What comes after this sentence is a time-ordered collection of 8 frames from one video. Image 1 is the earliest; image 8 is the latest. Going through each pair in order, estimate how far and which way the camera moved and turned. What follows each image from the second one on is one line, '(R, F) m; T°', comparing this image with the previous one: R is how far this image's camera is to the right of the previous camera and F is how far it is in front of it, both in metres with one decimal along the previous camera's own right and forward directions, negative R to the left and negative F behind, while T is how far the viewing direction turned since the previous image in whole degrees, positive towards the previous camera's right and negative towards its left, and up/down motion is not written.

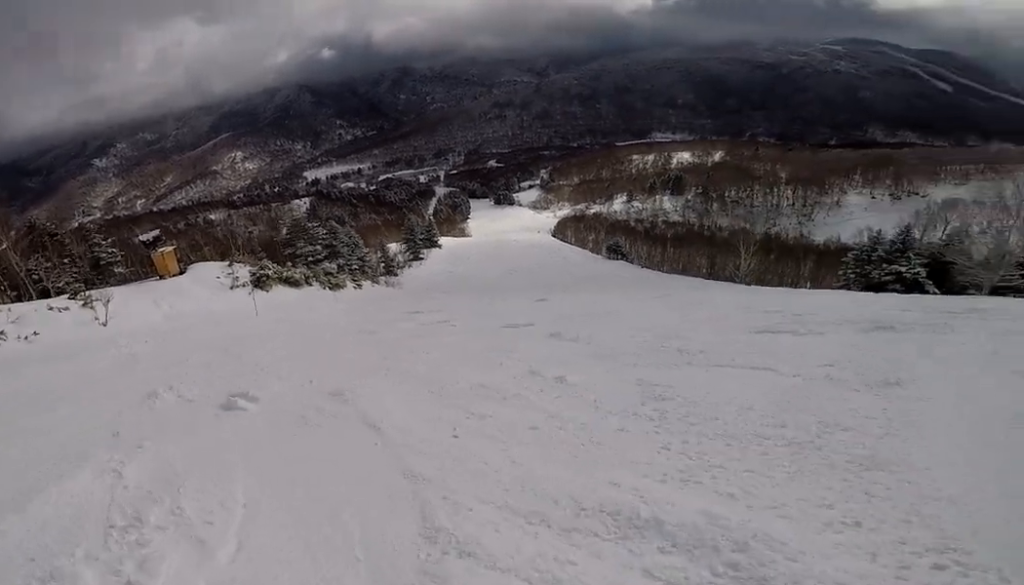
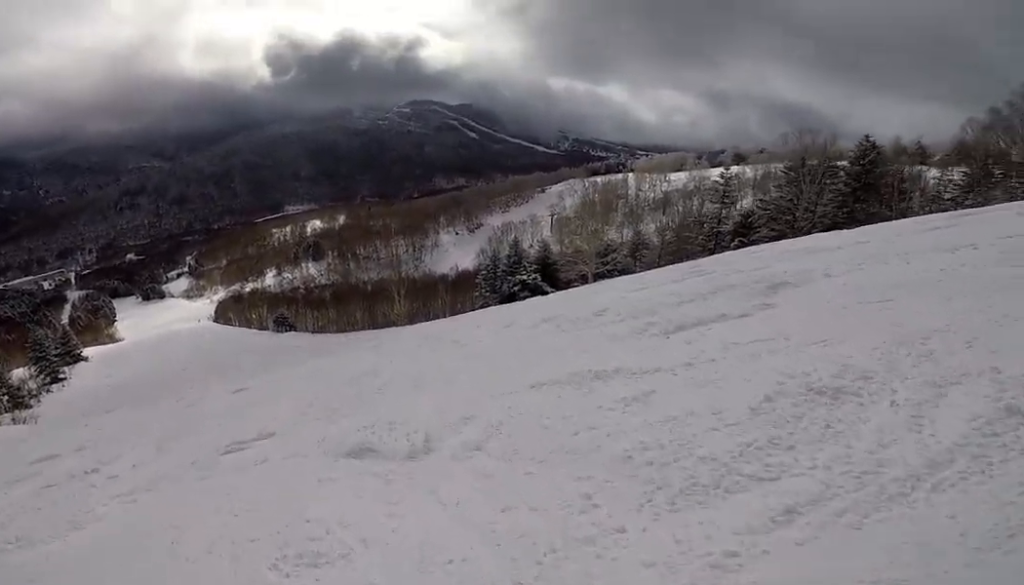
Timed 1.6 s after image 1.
(+3.1, +5.1) m; +47°
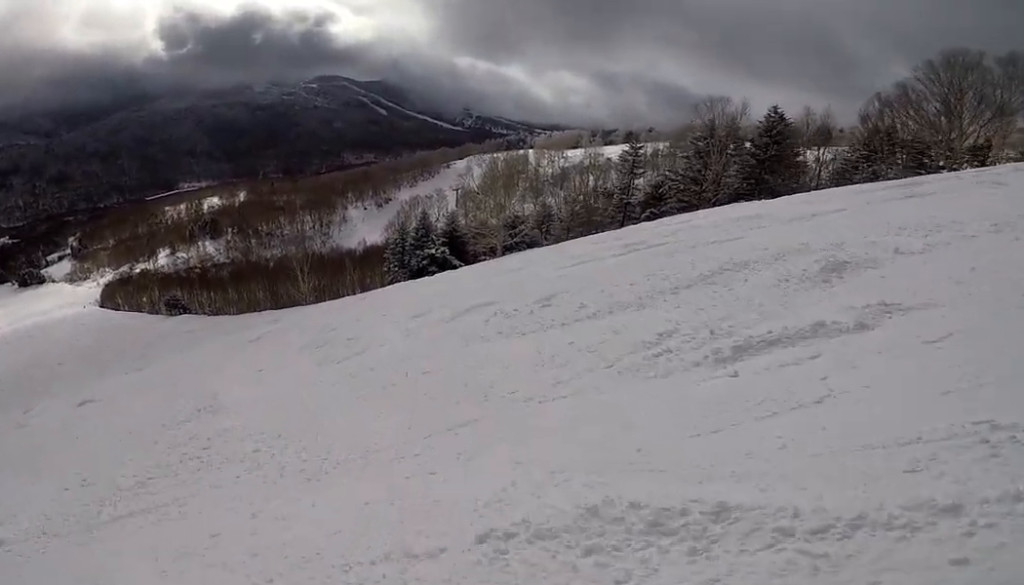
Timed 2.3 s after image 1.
(+0.3, +3.0) m; +7°
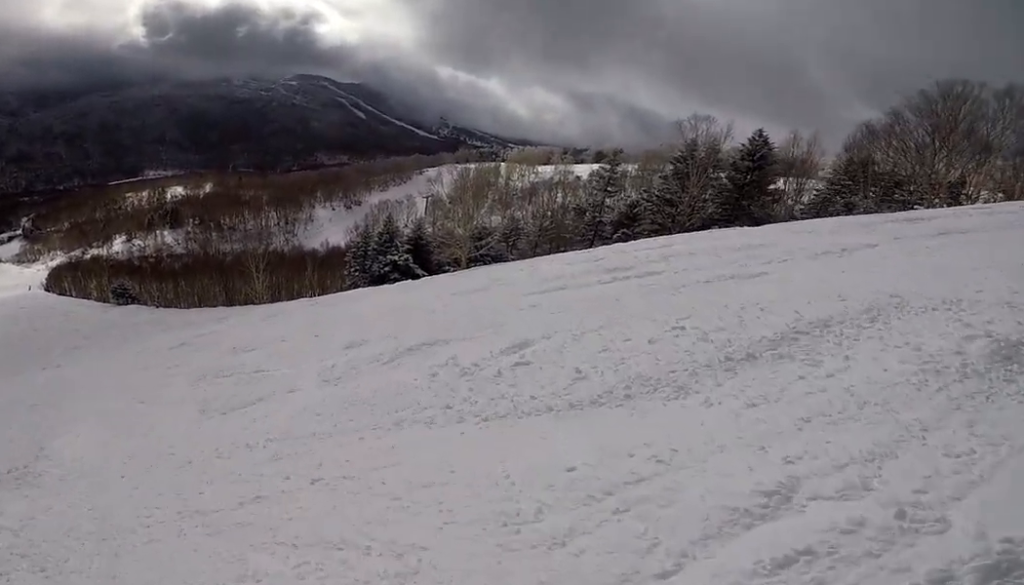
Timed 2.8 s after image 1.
(+0.4, +2.5) m; -9°
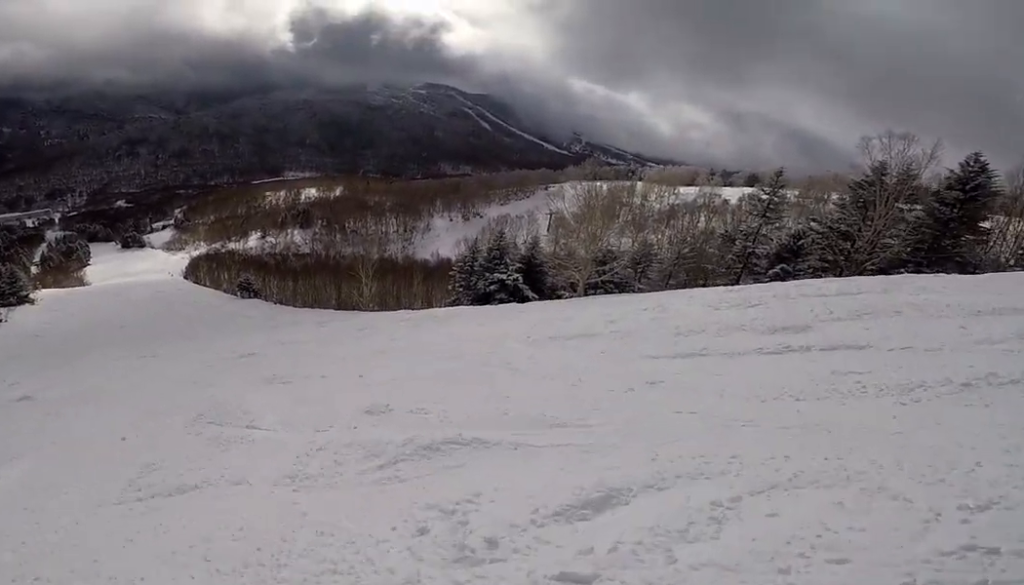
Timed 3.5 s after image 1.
(-0.4, +2.8) m; -19°
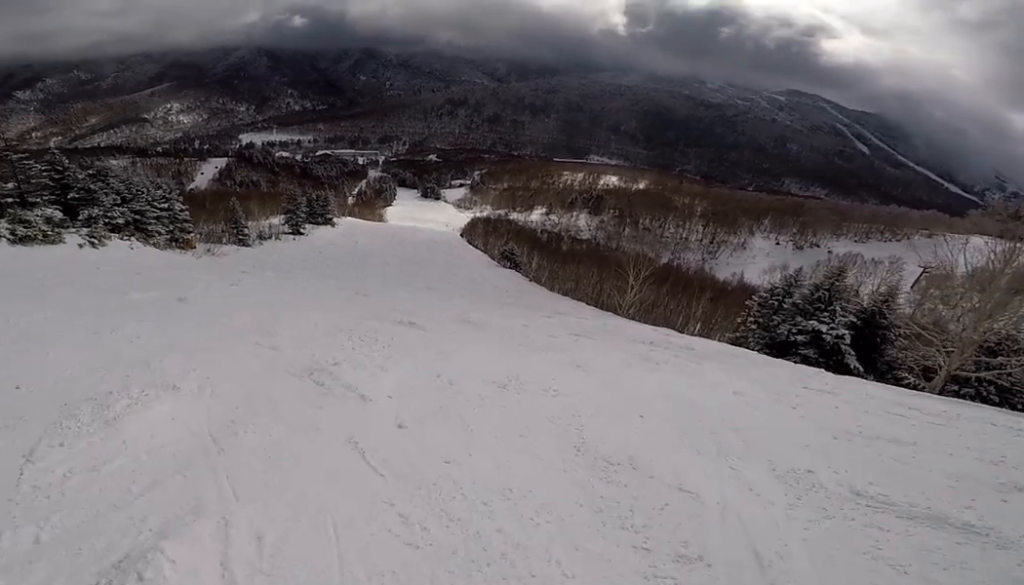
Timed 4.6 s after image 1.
(-1.8, +4.6) m; -38°
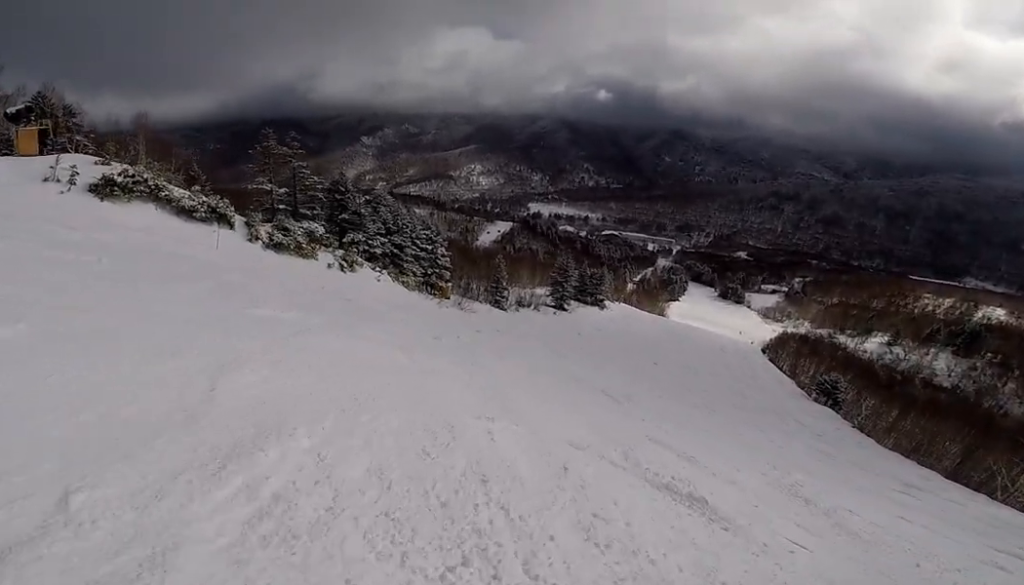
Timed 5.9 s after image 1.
(-2.0, +5.4) m; -34°
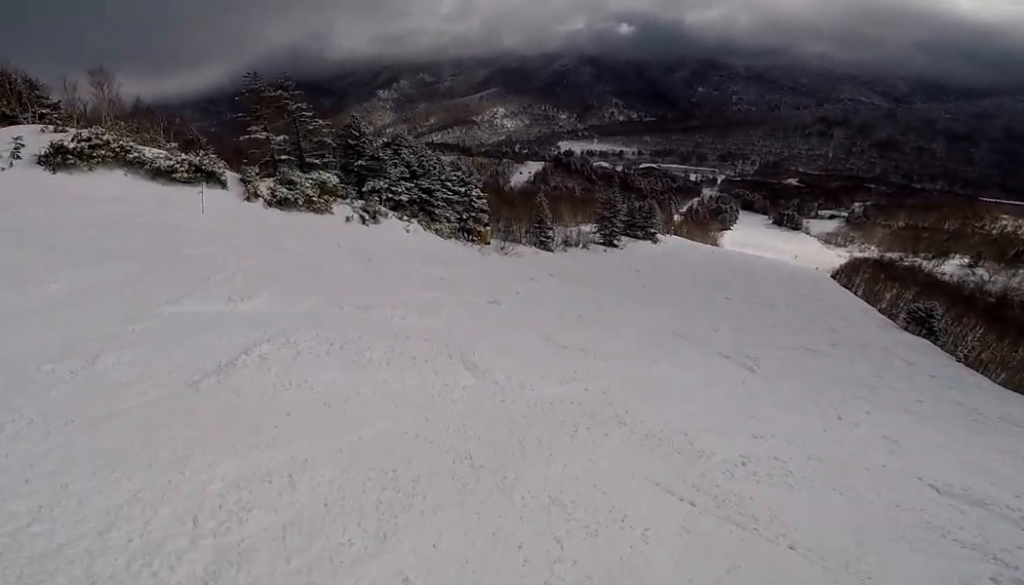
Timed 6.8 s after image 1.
(-0.5, +4.4) m; -15°
